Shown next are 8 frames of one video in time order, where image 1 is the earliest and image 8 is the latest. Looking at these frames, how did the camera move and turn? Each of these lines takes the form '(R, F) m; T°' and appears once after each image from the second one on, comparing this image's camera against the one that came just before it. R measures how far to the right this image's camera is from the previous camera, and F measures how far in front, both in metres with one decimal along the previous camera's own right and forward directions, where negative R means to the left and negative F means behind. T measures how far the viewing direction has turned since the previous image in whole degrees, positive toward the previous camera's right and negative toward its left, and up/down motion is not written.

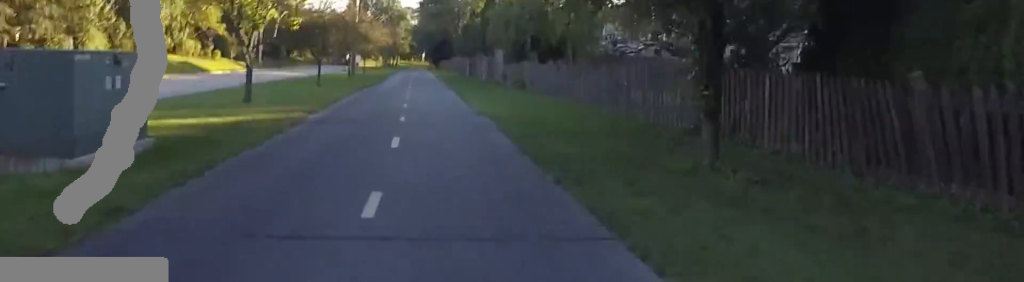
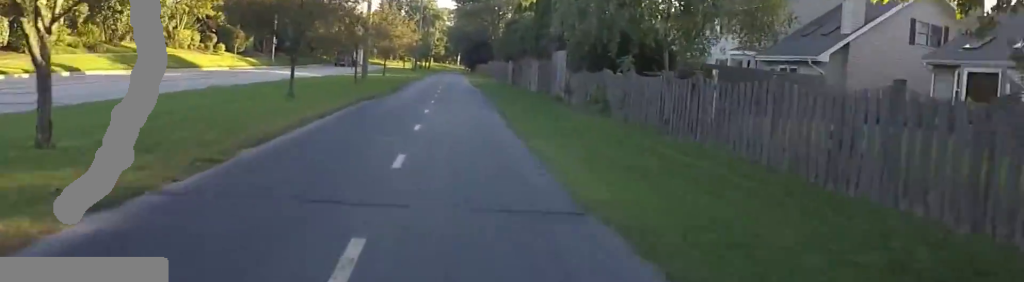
(-0.6, +9.0) m; +1°
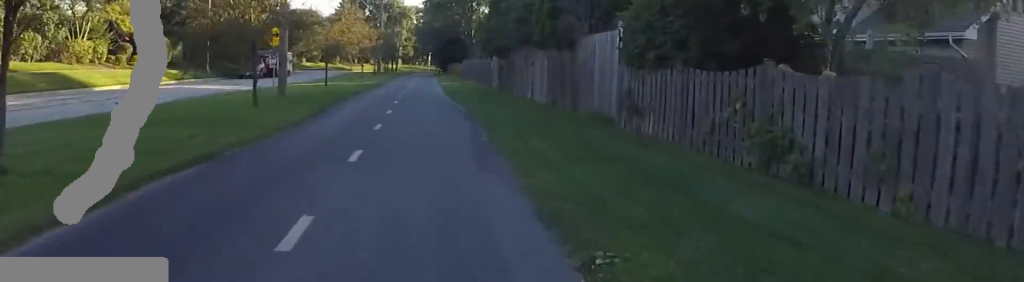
(+1.2, +9.9) m; +7°
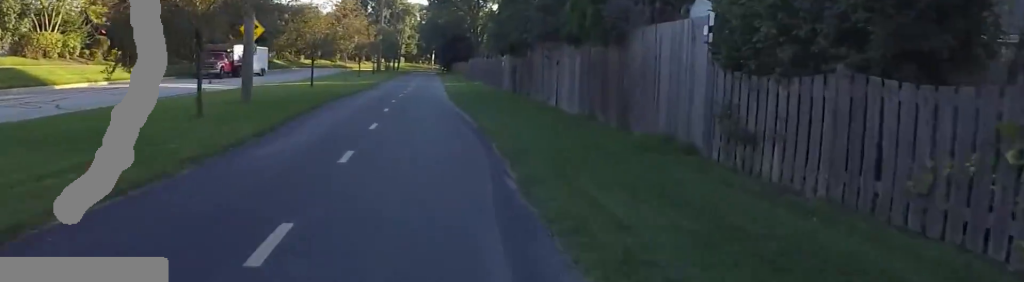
(0.0, +3.8) m; -2°
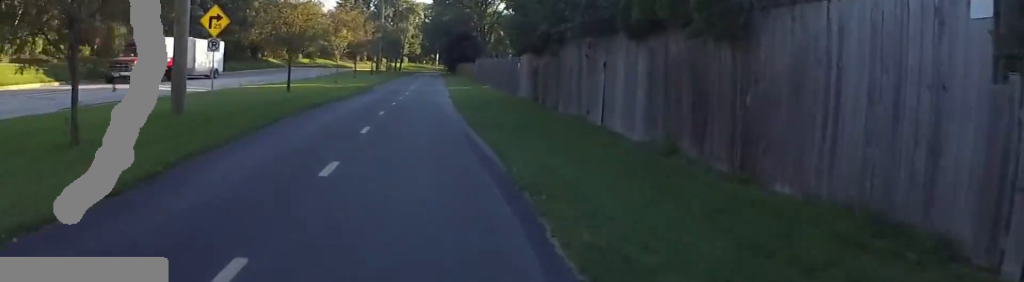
(+0.2, +4.5) m; -5°
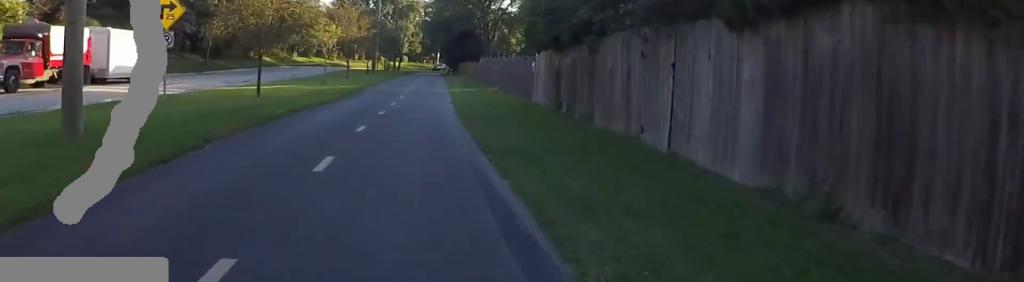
(-0.5, +3.7) m; 0°
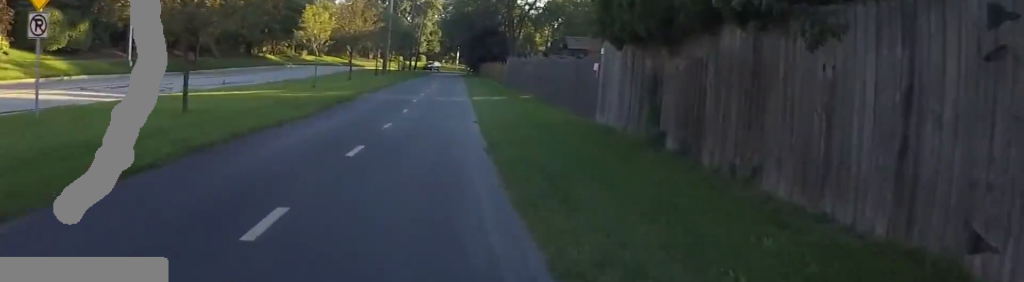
(0.0, +6.5) m; 0°
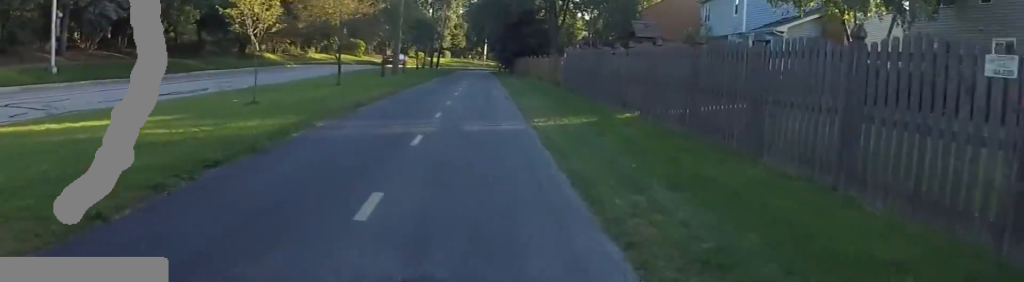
(-0.4, +10.7) m; -7°
